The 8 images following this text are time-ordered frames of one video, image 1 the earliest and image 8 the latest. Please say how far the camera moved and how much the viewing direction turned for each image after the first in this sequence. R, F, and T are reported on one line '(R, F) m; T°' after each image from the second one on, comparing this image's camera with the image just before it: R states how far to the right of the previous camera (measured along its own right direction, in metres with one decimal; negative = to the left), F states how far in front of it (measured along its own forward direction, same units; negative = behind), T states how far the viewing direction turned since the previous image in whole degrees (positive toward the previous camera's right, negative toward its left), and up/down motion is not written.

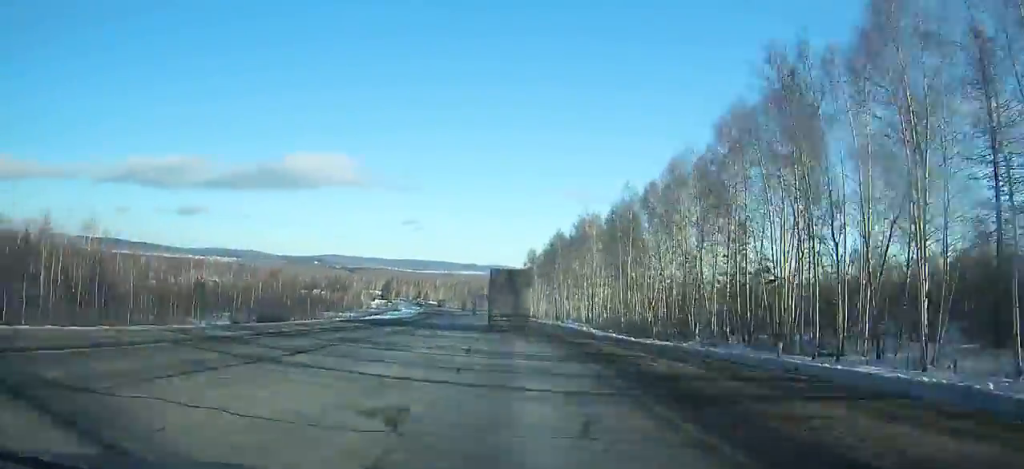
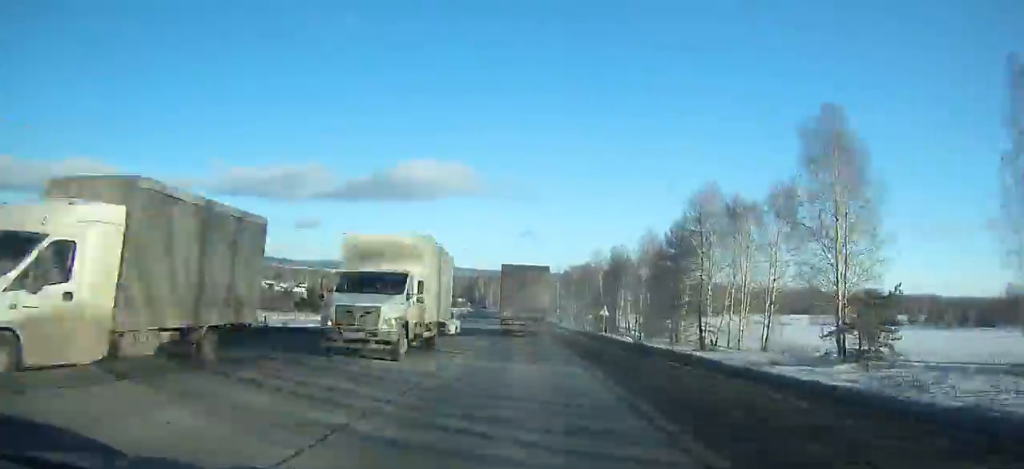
(-21.8, +210.7) m; -10°
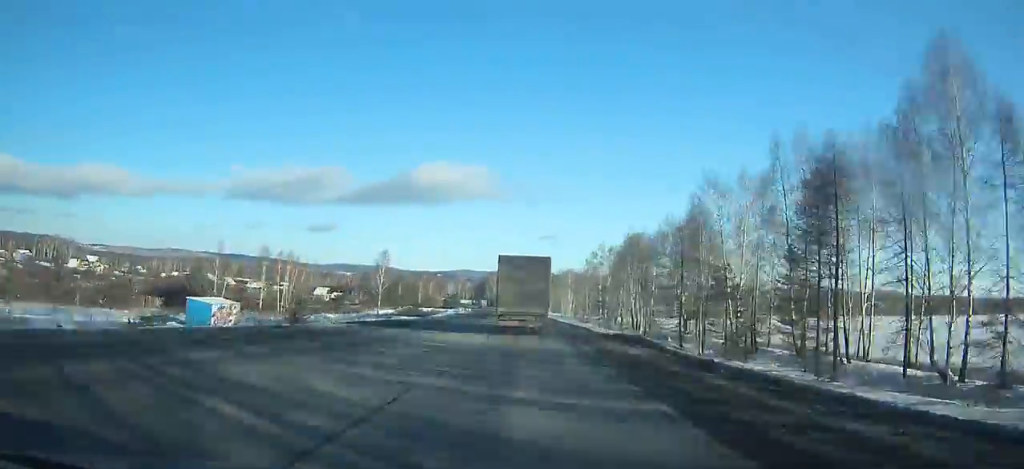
(-0.7, +60.1) m; -2°
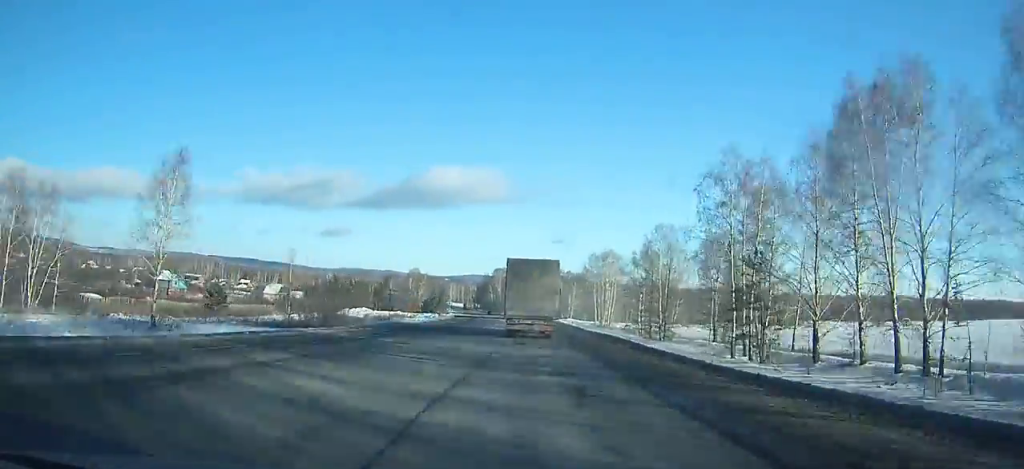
(-1.0, +62.3) m; -1°
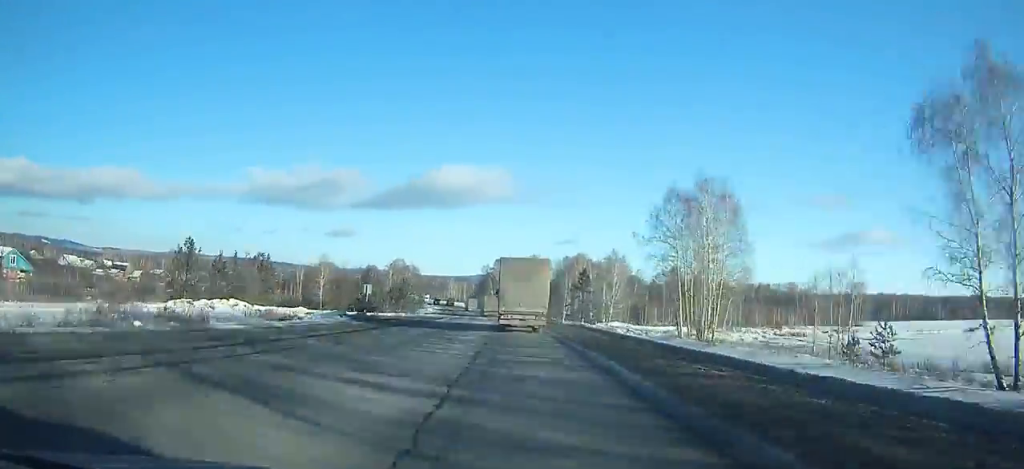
(-0.2, +59.3) m; -2°
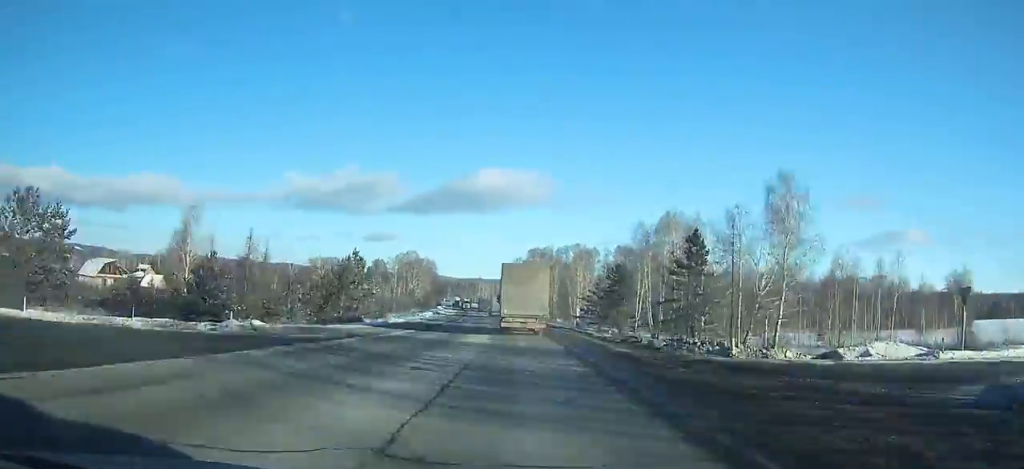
(-1.4, +51.6) m; -3°
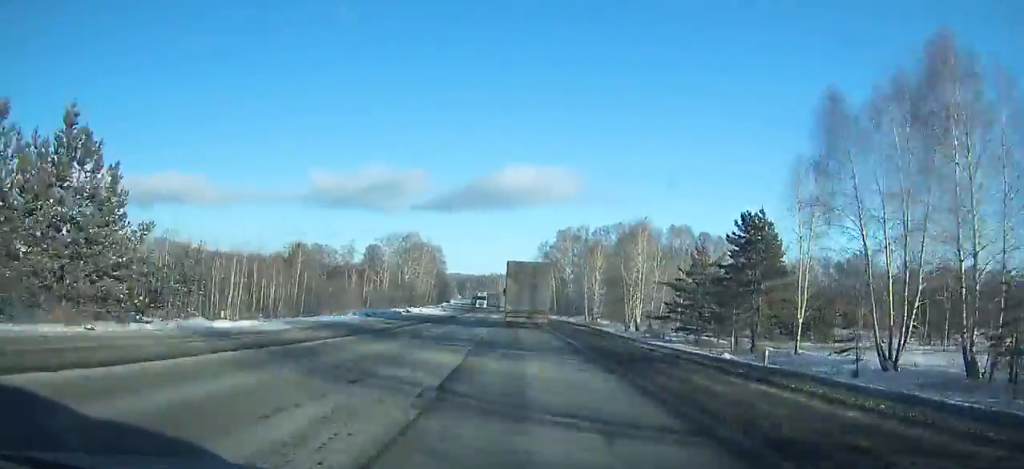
(-0.7, +44.2) m; -2°
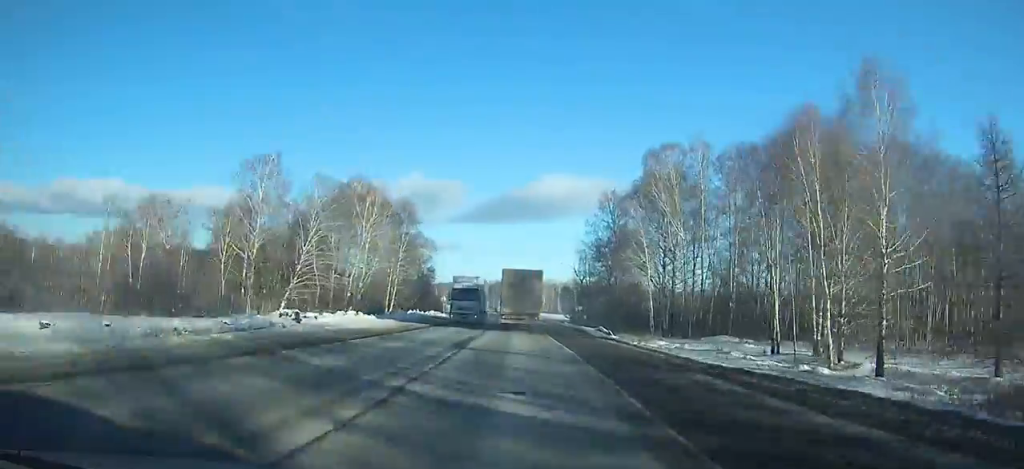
(-3.3, +85.7) m; -3°
